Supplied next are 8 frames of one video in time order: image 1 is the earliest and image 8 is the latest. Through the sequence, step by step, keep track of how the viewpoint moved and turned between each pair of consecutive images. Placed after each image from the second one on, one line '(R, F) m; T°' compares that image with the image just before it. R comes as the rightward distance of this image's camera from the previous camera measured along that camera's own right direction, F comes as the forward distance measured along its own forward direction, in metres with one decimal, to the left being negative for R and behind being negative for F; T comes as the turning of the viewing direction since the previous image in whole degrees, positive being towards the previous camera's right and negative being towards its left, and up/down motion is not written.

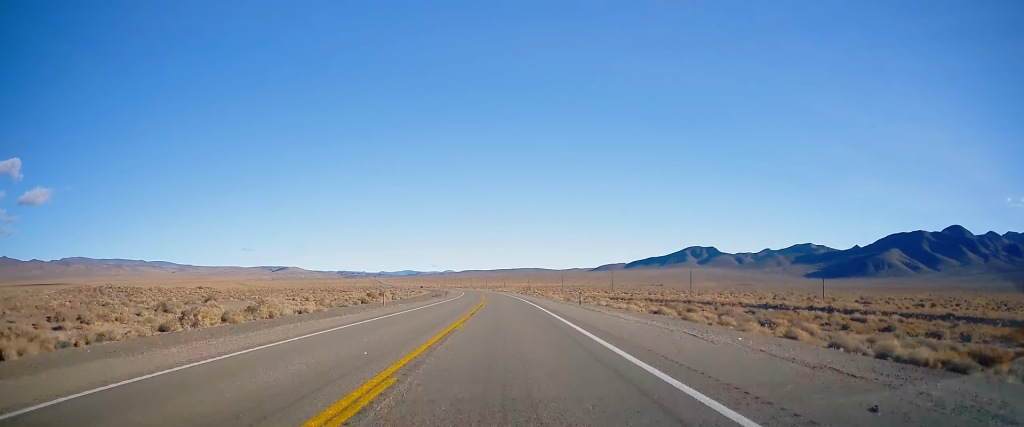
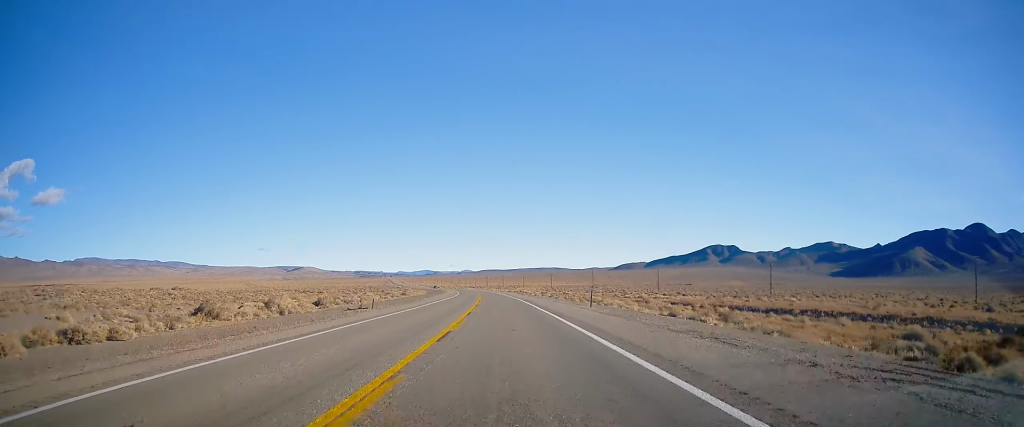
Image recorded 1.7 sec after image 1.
(-1.1, +60.6) m; -2°
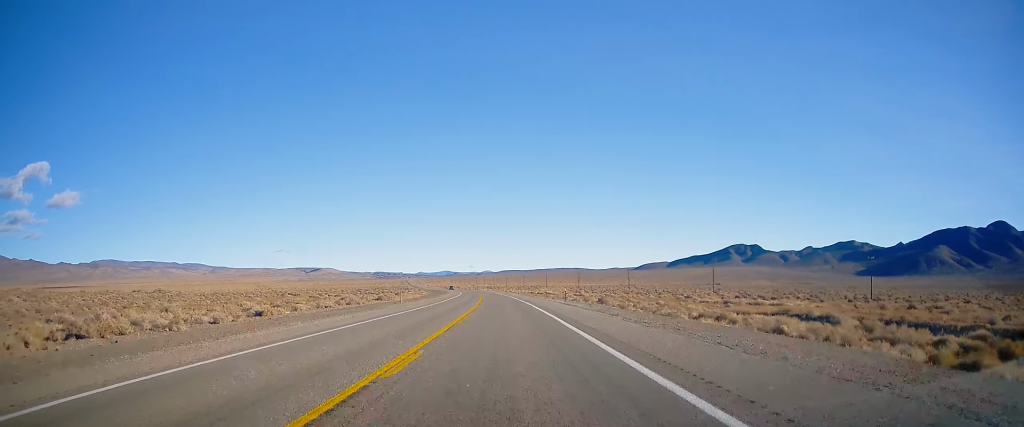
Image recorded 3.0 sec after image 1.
(-0.1, +45.6) m; -2°
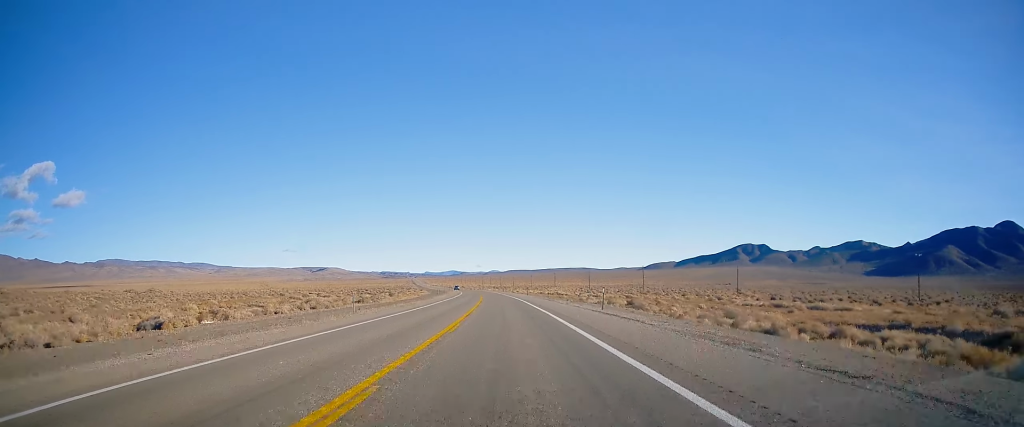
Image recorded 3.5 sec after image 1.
(-0.5, +16.5) m; -1°
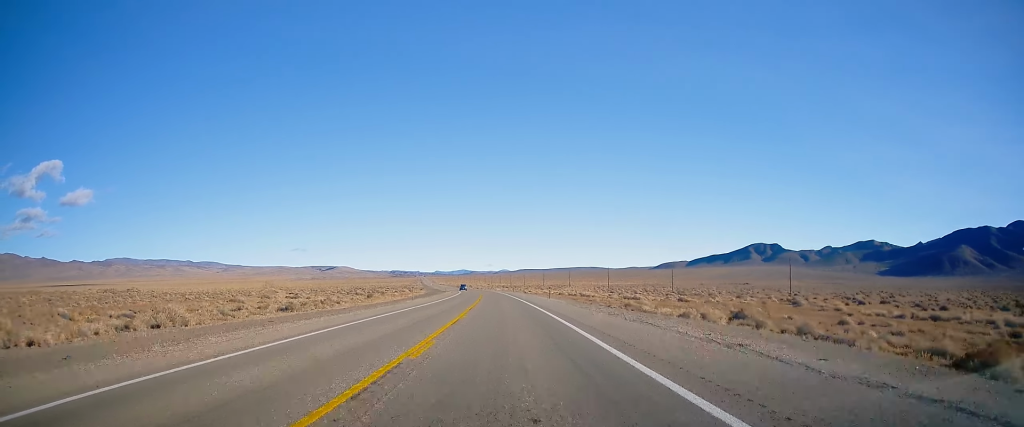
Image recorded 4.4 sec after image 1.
(-0.3, +30.6) m; -1°
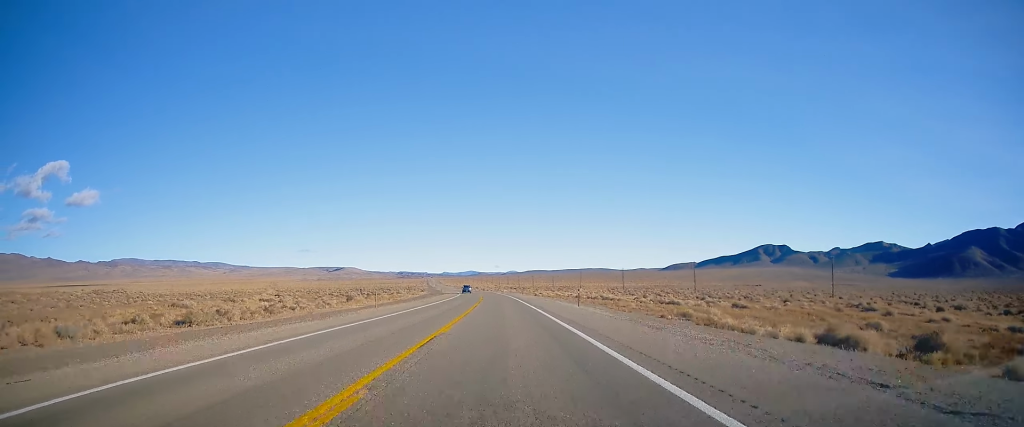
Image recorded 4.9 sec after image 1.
(+0.3, +18.9) m; 0°
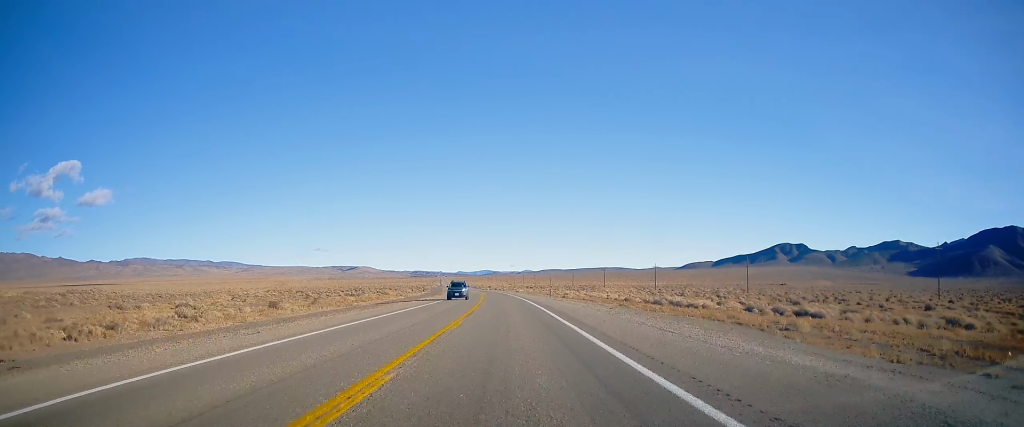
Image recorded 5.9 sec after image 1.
(-0.8, +34.7) m; -1°
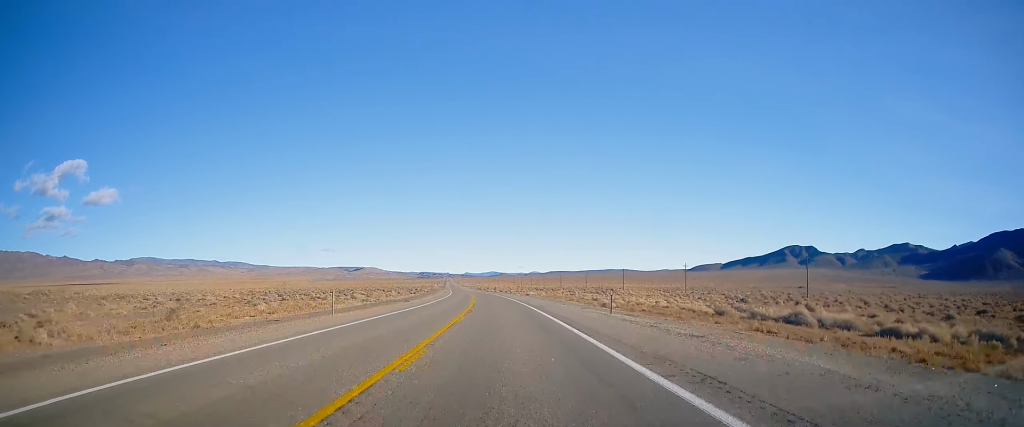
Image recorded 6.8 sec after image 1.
(-0.1, +32.7) m; -2°
